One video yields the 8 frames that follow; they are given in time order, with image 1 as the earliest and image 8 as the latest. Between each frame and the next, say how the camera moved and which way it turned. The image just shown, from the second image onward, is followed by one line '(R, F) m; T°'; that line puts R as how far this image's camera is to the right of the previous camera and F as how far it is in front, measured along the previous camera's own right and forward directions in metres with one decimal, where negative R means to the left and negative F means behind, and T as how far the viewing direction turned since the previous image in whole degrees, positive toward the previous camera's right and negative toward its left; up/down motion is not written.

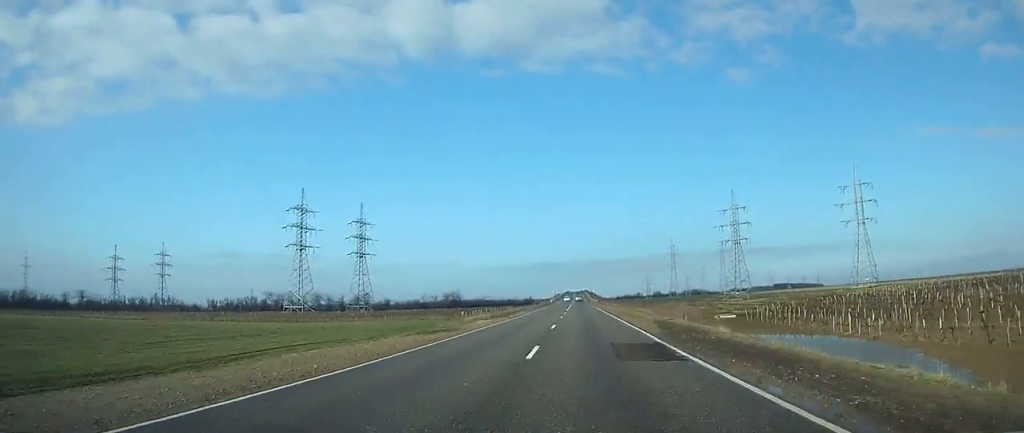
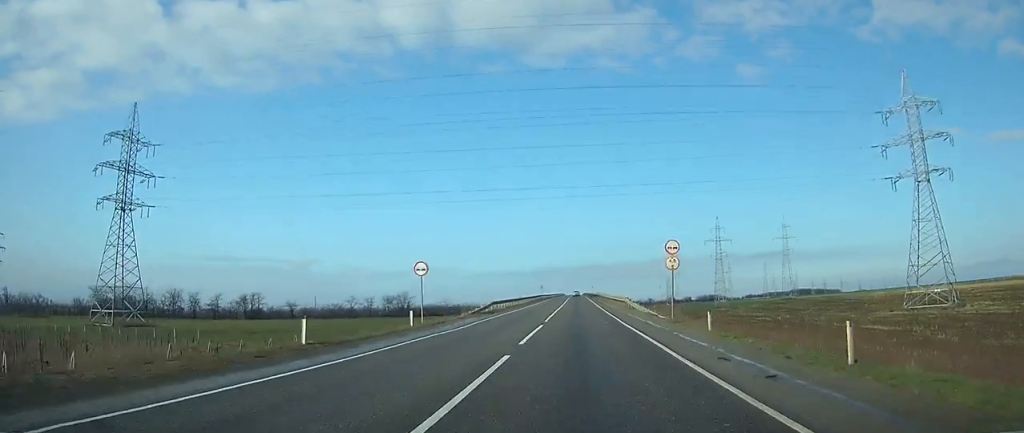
(+0.3, +141.7) m; 0°
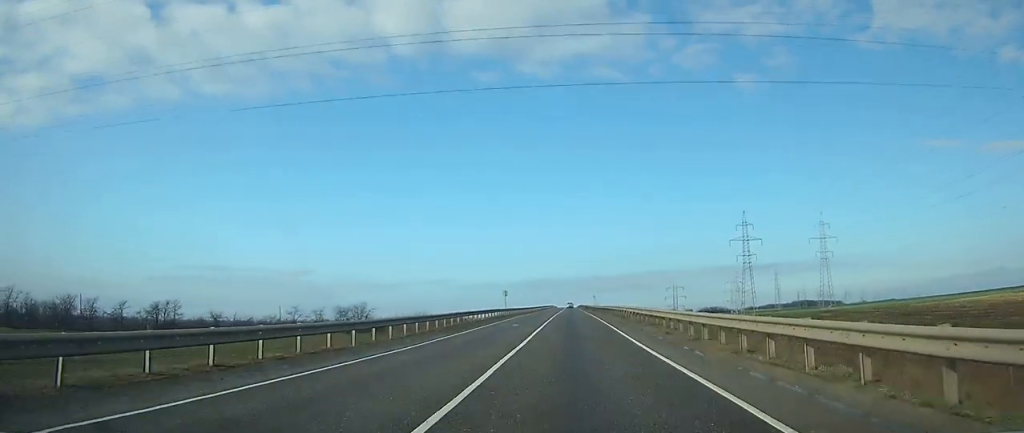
(+0.1, +57.0) m; 0°
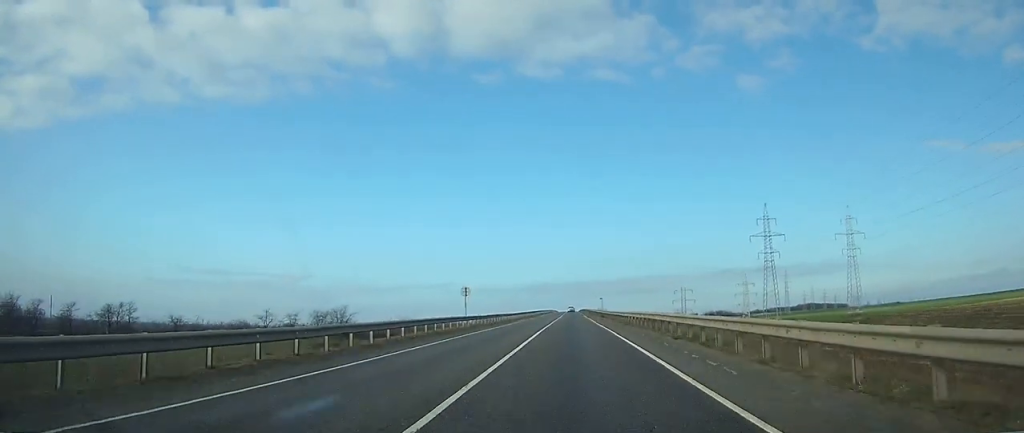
(0.0, +25.7) m; 0°
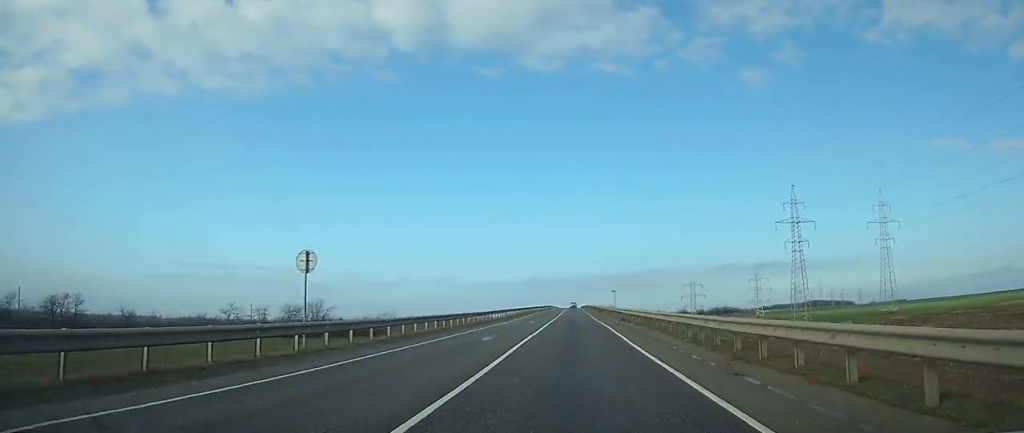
(0.0, +25.5) m; 0°
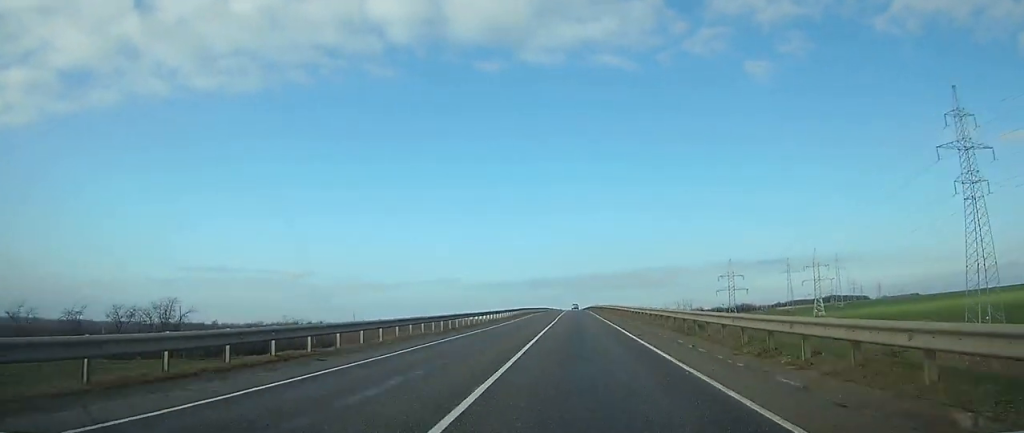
(0.0, +88.7) m; 0°
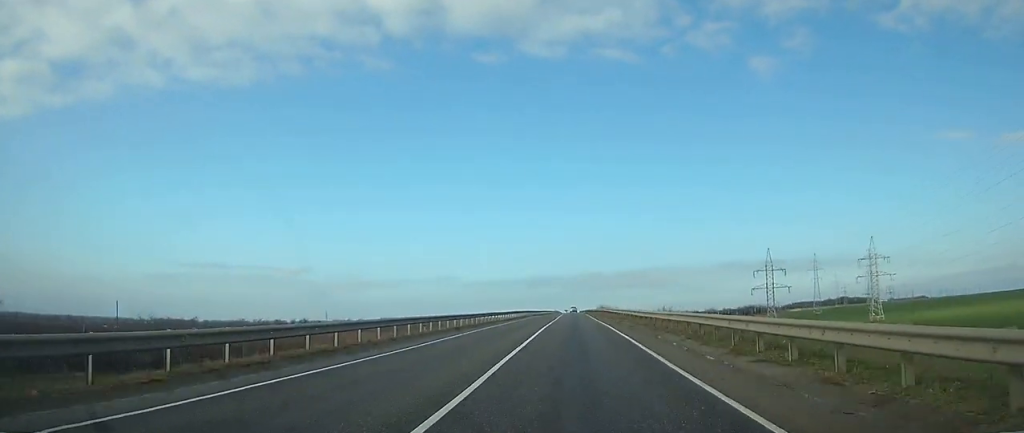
(-0.1, +57.5) m; 0°
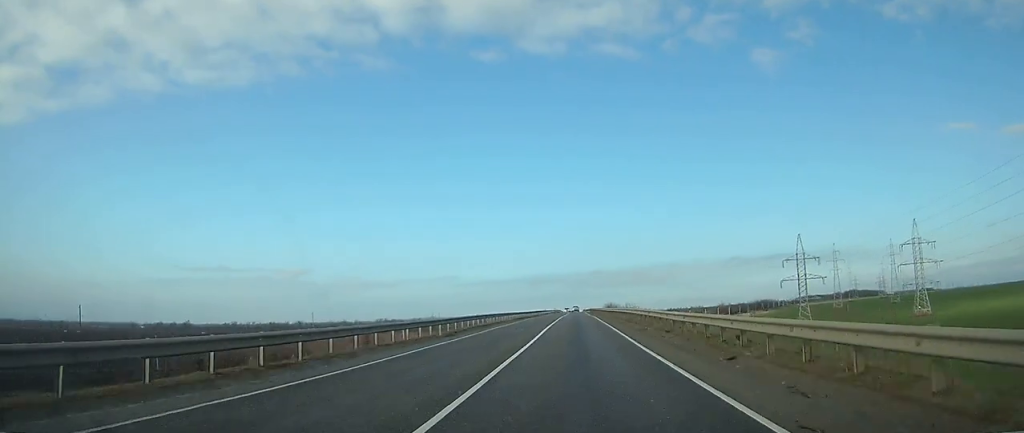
(0.0, +30.6) m; 0°
